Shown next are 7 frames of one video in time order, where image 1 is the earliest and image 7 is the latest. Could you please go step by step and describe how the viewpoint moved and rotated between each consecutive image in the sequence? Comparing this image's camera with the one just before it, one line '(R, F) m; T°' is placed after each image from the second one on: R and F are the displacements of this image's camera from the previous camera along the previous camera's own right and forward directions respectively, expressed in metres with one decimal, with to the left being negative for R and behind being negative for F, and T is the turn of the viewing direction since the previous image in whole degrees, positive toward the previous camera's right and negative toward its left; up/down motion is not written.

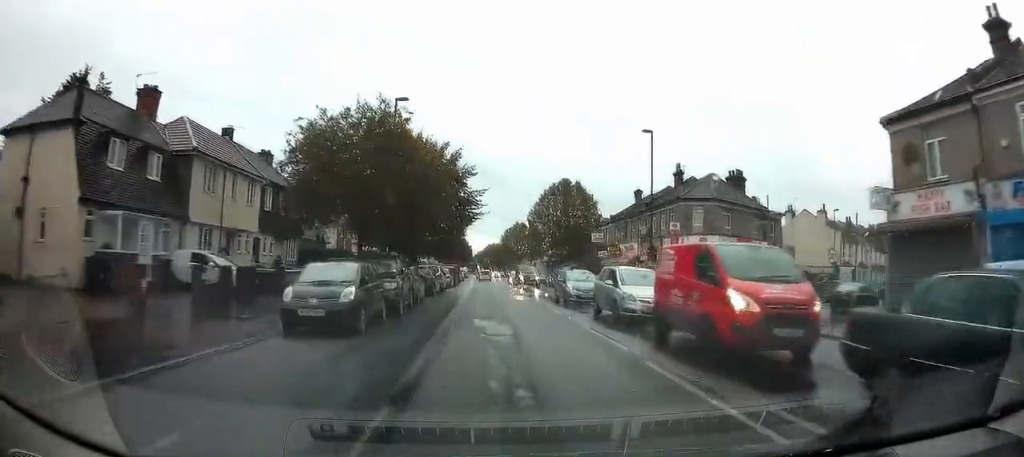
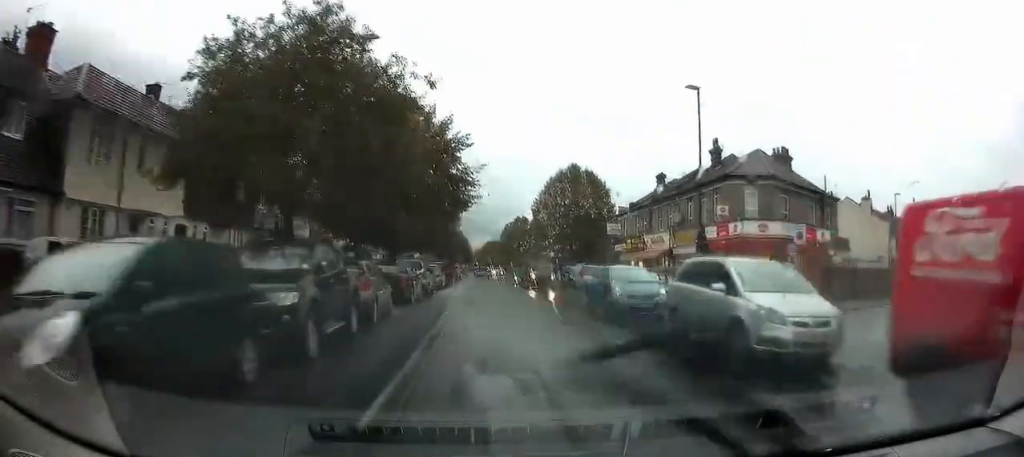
(0.0, +8.2) m; -1°
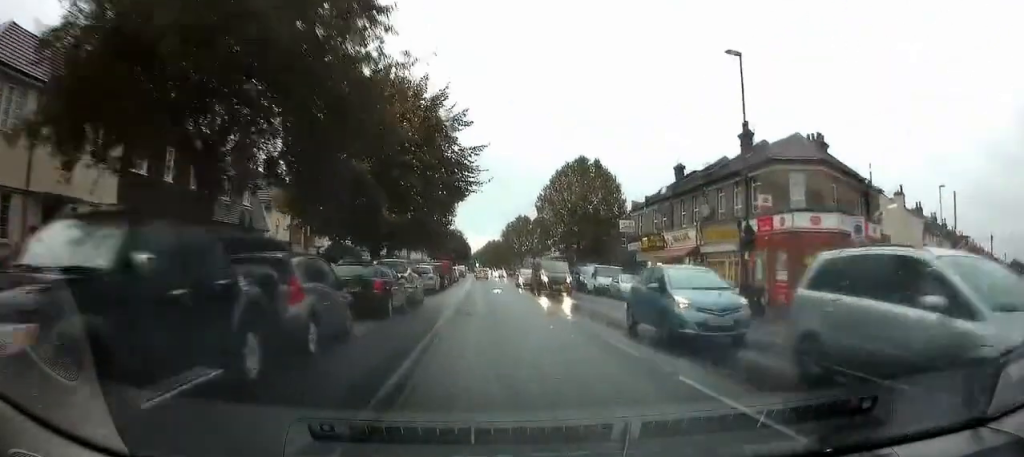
(0.0, +4.9) m; -1°
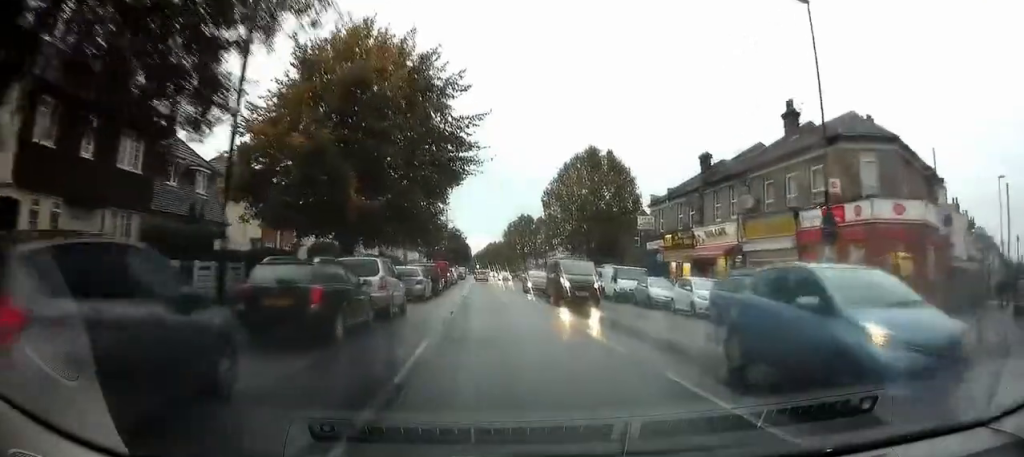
(-0.1, +5.4) m; -1°
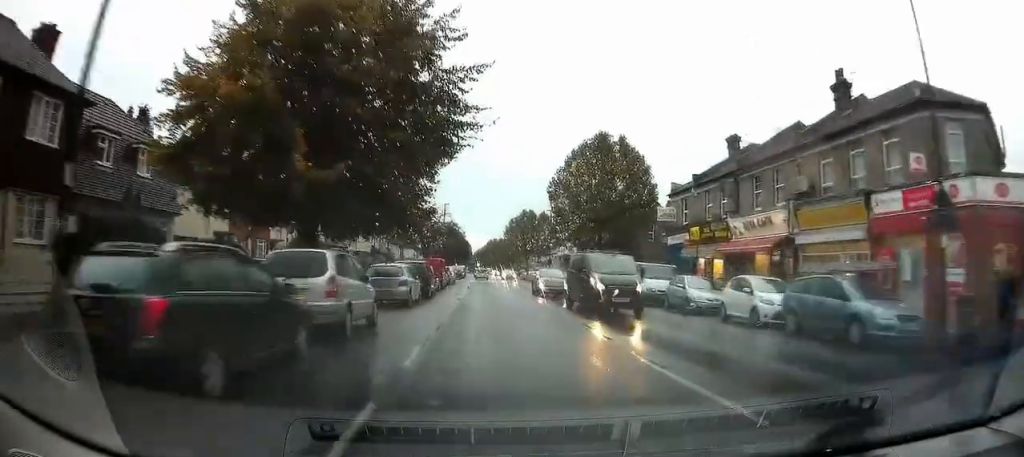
(-0.2, +4.8) m; -1°
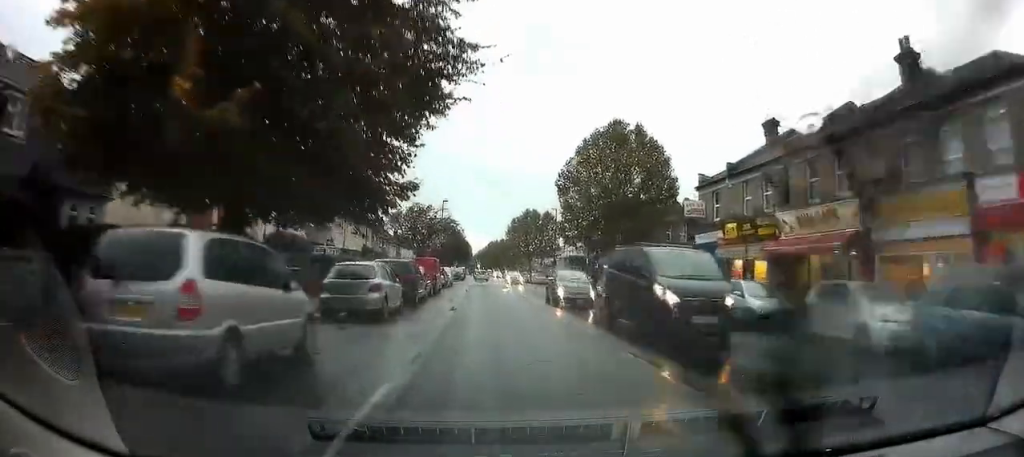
(0.0, +4.9) m; +1°
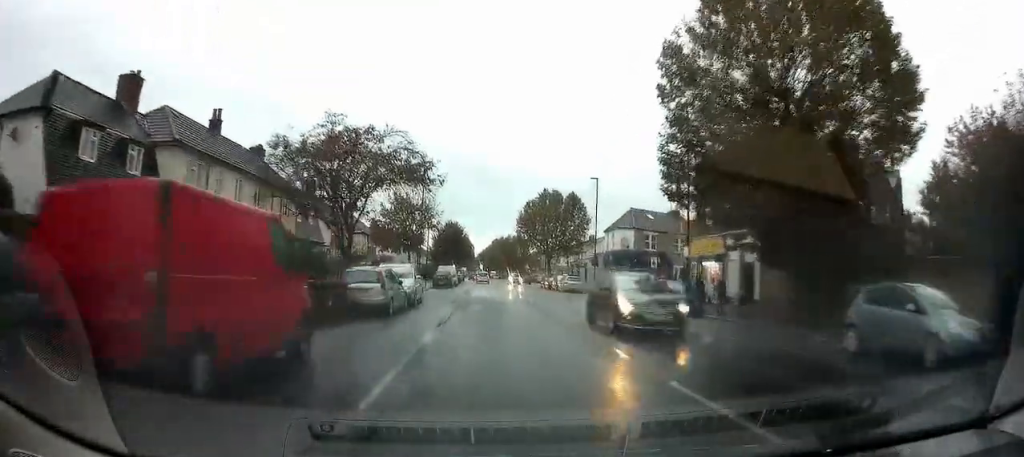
(+0.3, +25.2) m; -1°
